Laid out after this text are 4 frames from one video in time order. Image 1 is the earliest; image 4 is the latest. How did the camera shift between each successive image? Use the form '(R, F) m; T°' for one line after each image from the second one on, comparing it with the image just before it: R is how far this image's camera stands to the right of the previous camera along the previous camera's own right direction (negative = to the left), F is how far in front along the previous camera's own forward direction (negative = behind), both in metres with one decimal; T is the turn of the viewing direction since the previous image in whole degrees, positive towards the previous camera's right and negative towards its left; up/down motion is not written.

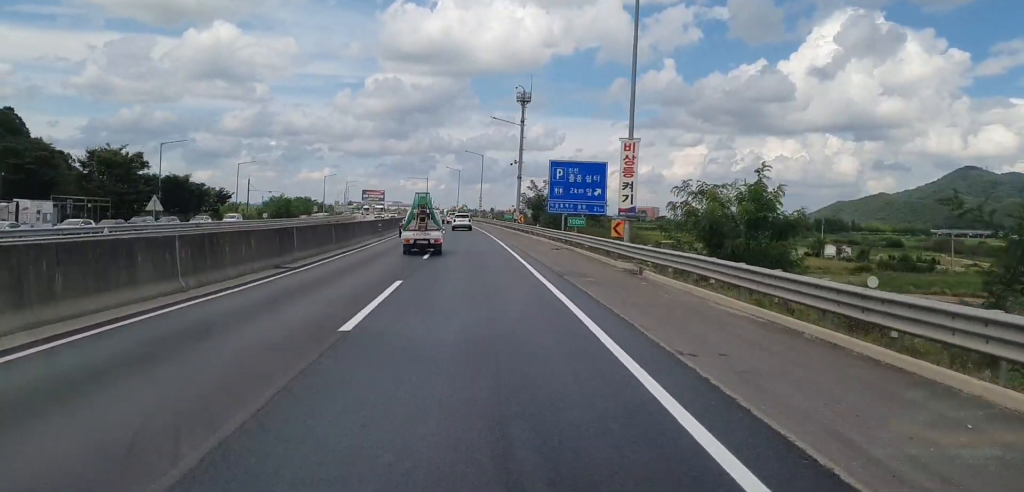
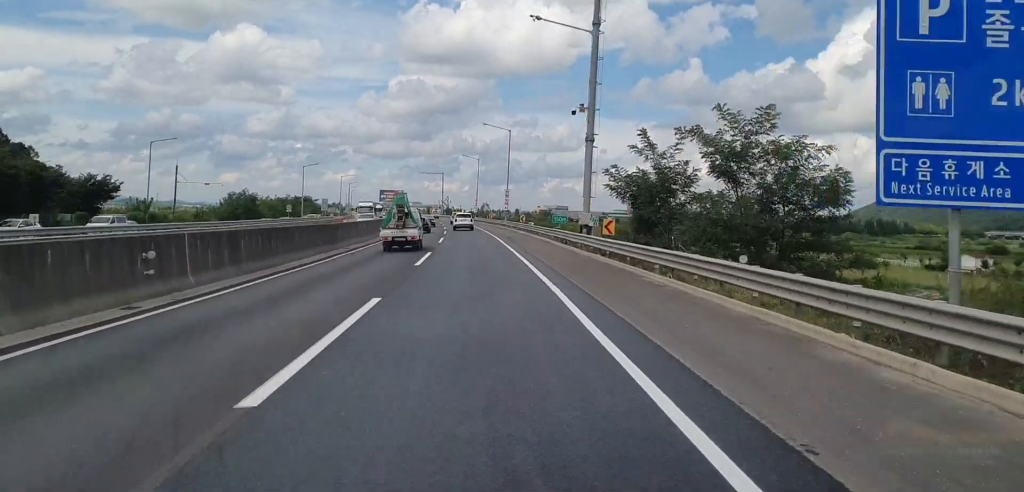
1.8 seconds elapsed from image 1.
(0.0, +43.1) m; -2°
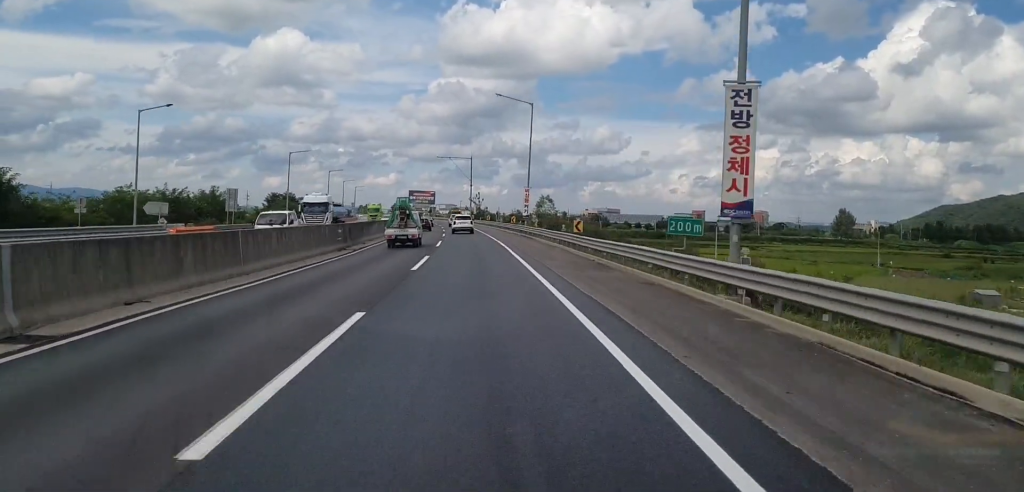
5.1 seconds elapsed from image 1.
(-2.2, +78.6) m; -3°
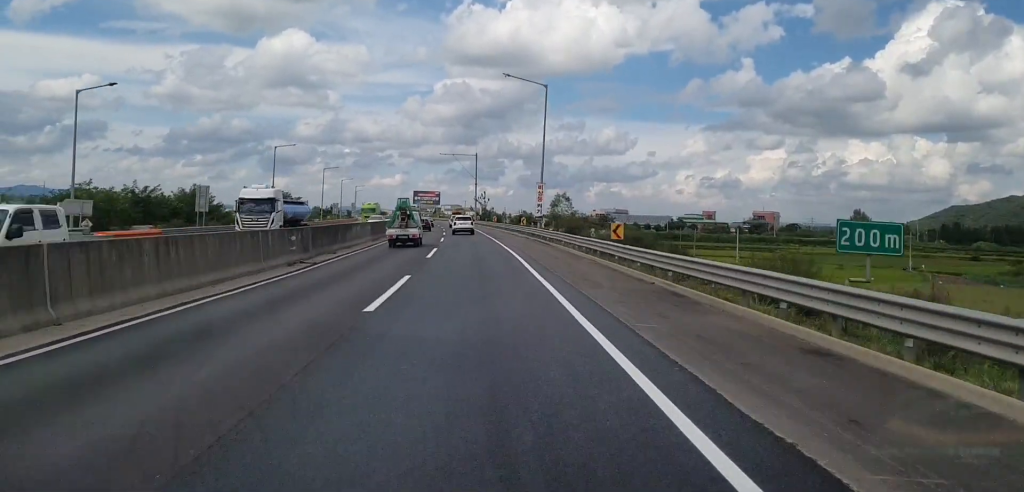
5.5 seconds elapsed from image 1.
(-0.1, +10.3) m; -1°
